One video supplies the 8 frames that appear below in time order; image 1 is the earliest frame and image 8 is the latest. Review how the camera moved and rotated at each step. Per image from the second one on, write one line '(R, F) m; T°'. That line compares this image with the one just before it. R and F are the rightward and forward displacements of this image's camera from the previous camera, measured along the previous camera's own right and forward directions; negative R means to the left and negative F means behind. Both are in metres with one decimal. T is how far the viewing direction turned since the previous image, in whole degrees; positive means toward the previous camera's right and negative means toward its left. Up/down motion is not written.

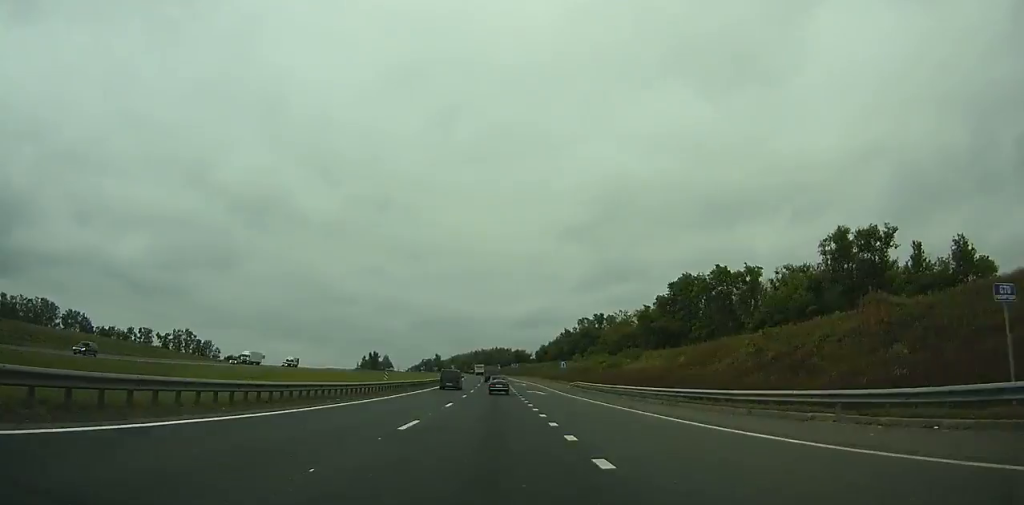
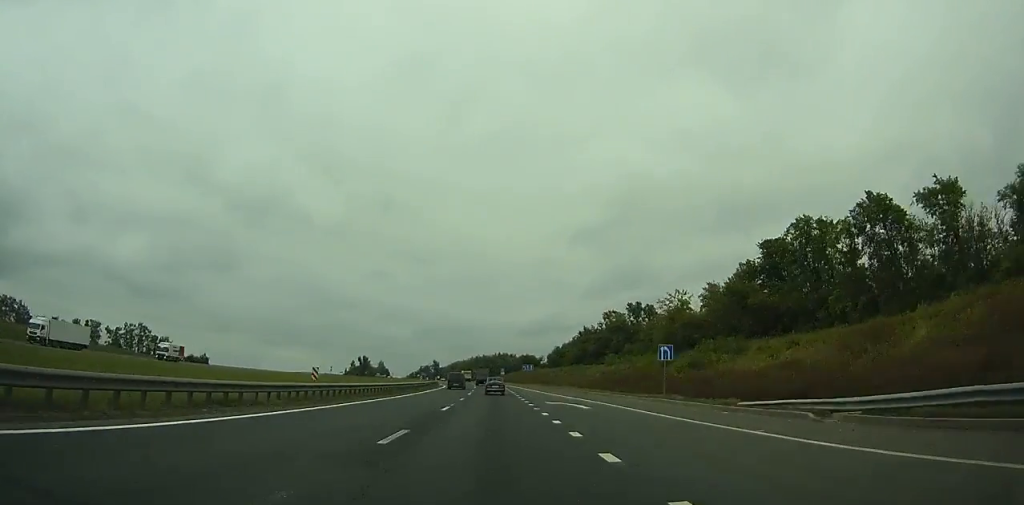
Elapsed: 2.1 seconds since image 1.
(-0.1, +51.4) m; 0°
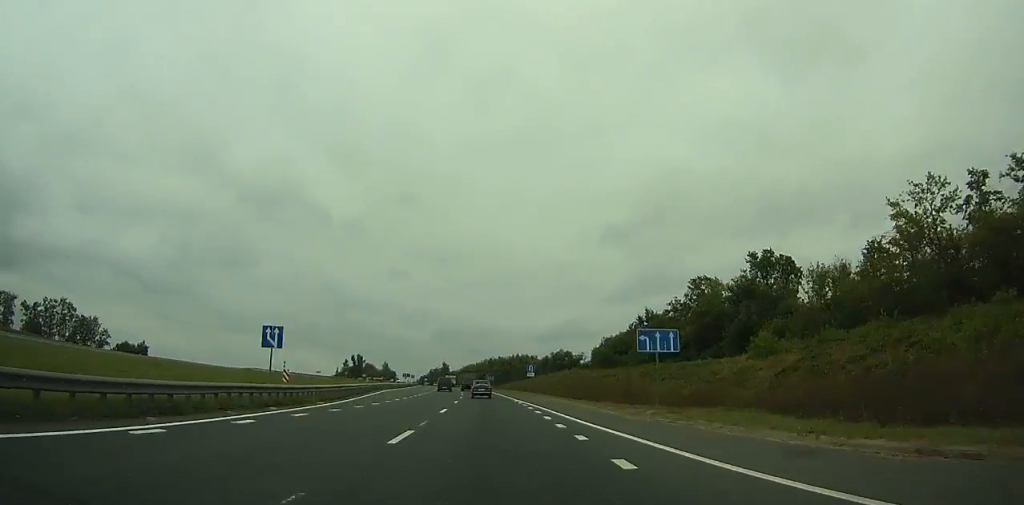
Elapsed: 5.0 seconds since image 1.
(-0.2, +71.0) m; -1°
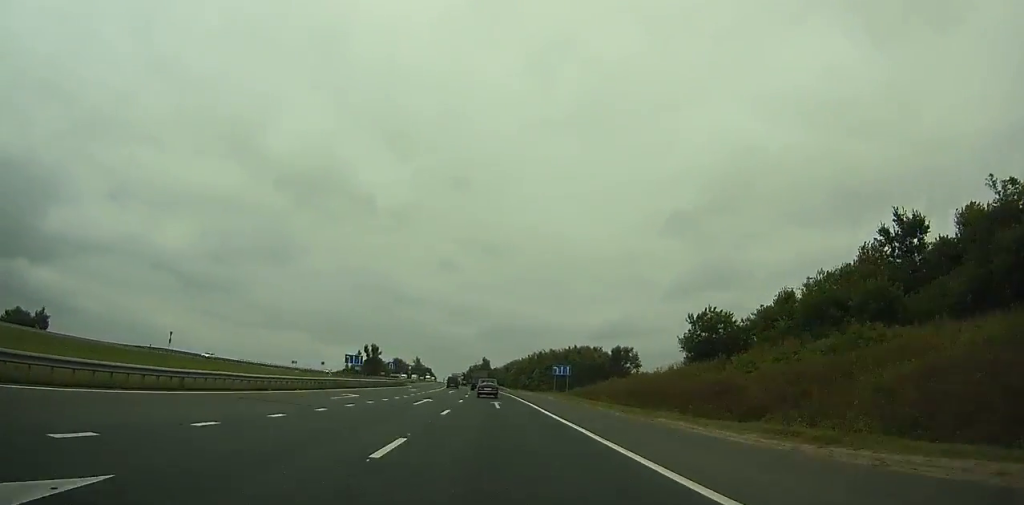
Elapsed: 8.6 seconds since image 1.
(-1.7, +87.2) m; -3°
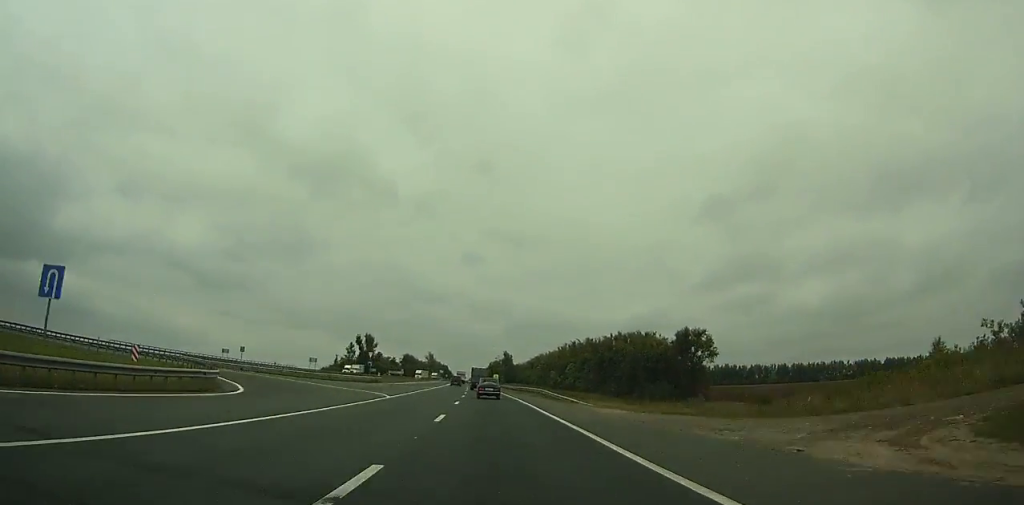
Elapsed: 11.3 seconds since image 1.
(-1.9, +63.6) m; -3°
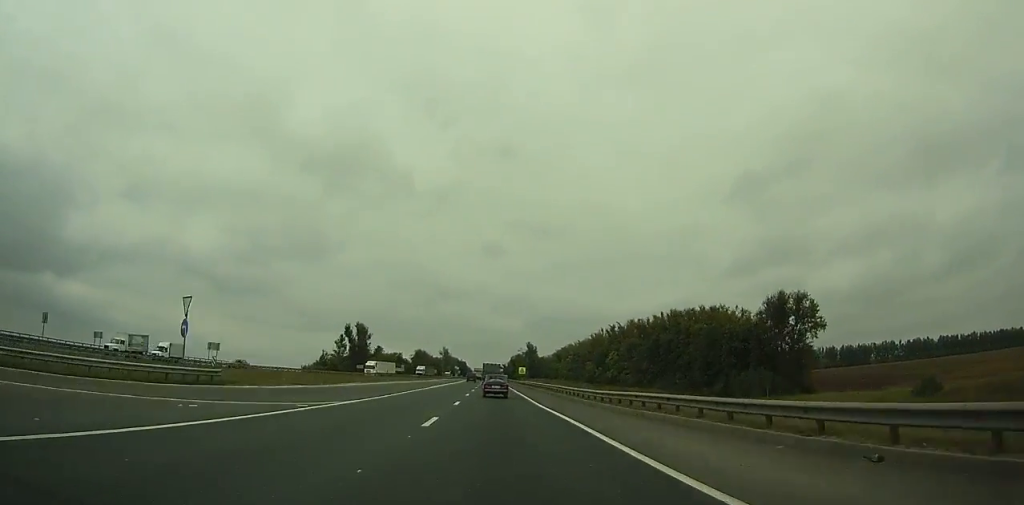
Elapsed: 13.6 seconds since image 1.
(-1.0, +52.9) m; -1°
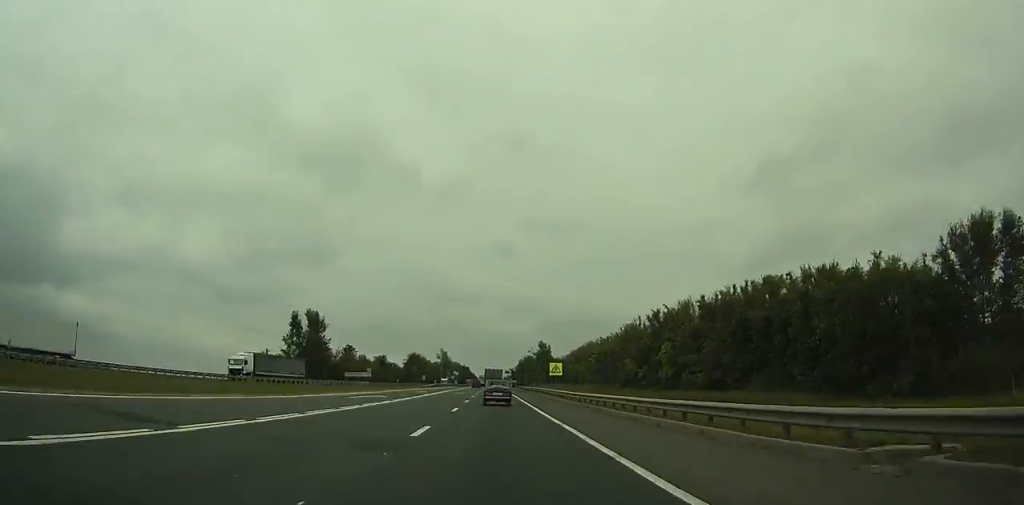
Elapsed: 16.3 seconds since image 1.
(-0.8, +60.9) m; -1°
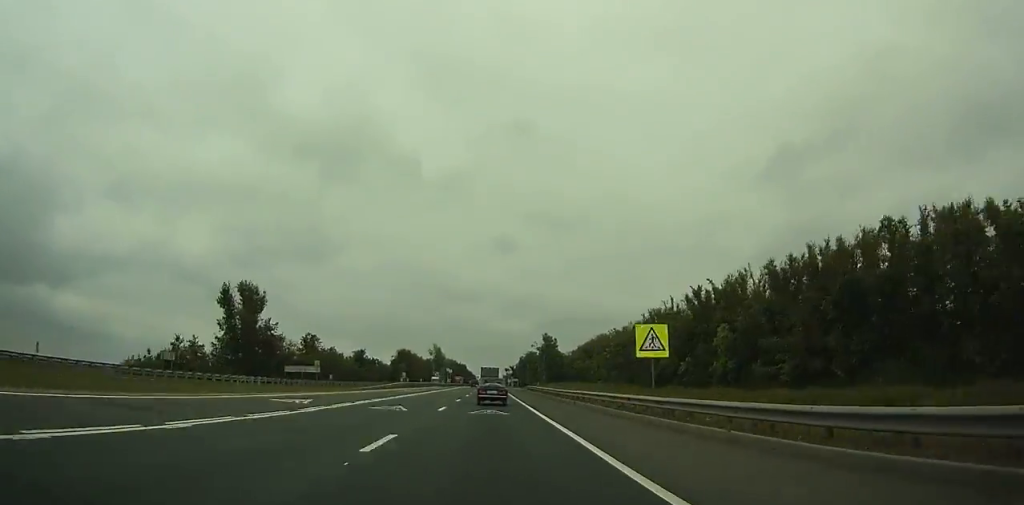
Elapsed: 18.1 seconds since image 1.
(-0.2, +40.1) m; 0°
